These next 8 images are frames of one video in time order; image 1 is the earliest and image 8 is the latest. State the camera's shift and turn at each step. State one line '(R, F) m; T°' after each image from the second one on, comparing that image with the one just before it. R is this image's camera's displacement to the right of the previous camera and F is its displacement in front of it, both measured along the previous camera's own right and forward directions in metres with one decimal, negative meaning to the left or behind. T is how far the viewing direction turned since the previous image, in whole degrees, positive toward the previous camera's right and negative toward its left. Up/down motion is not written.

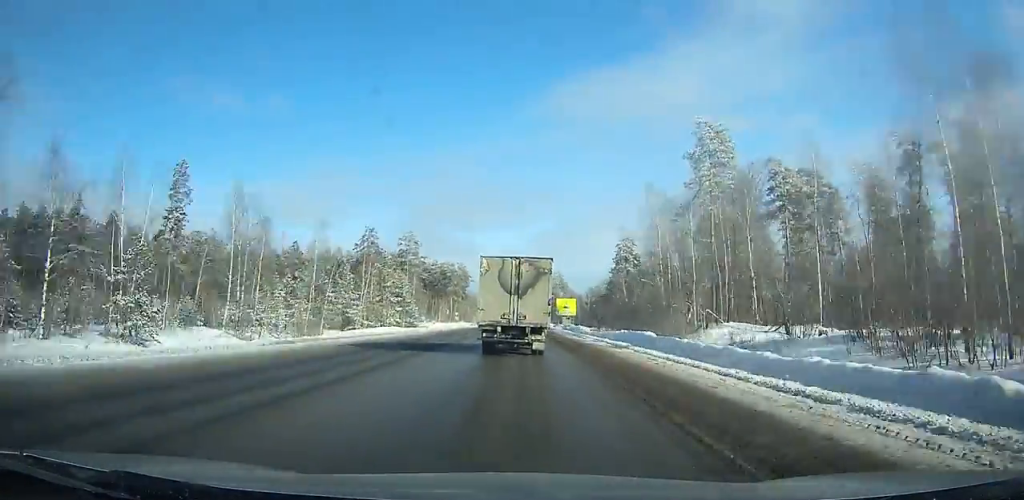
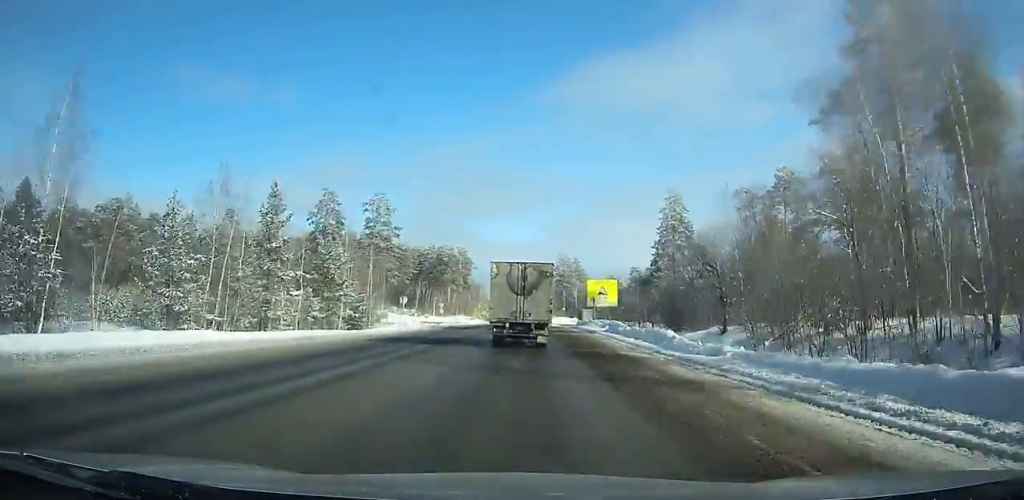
(-0.1, +35.7) m; -1°
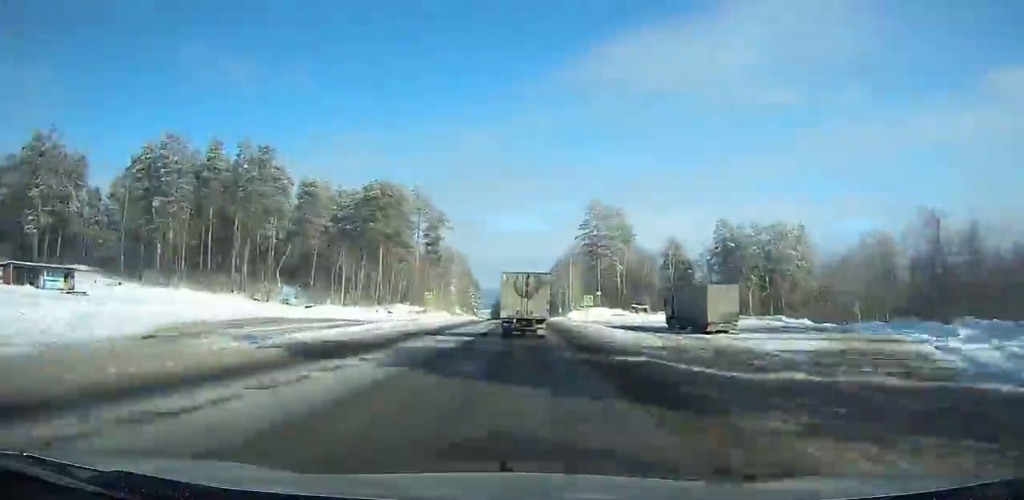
(-1.2, +94.9) m; -1°
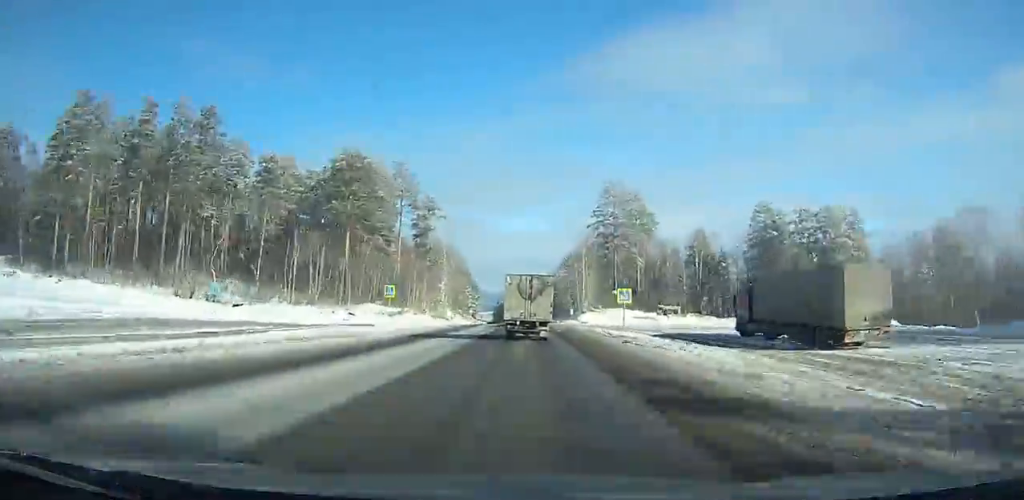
(-0.1, +20.5) m; 0°
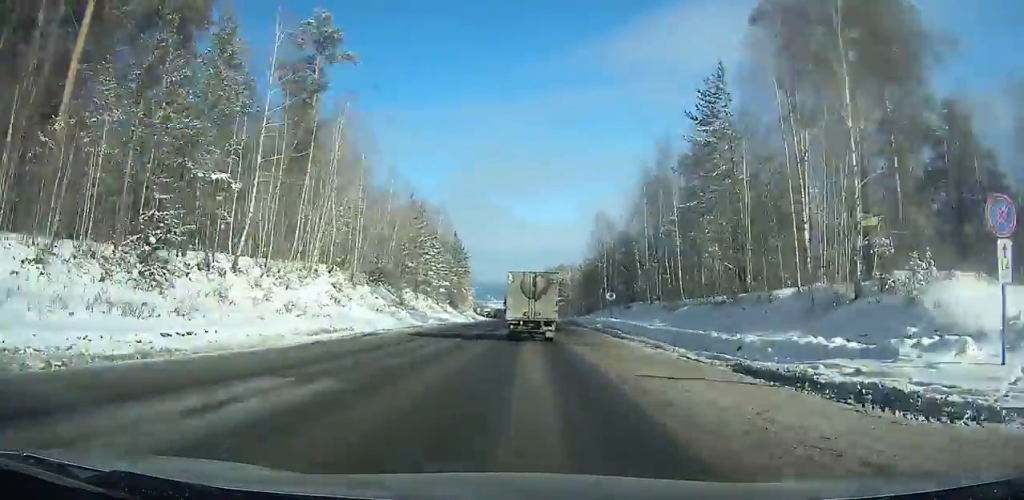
(-0.8, +81.3) m; -1°
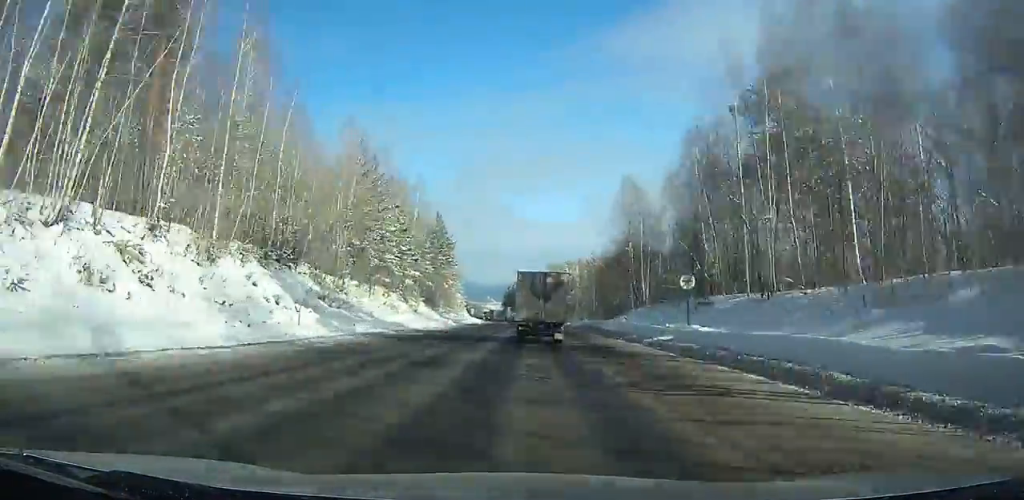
(+0.1, +23.7) m; 0°
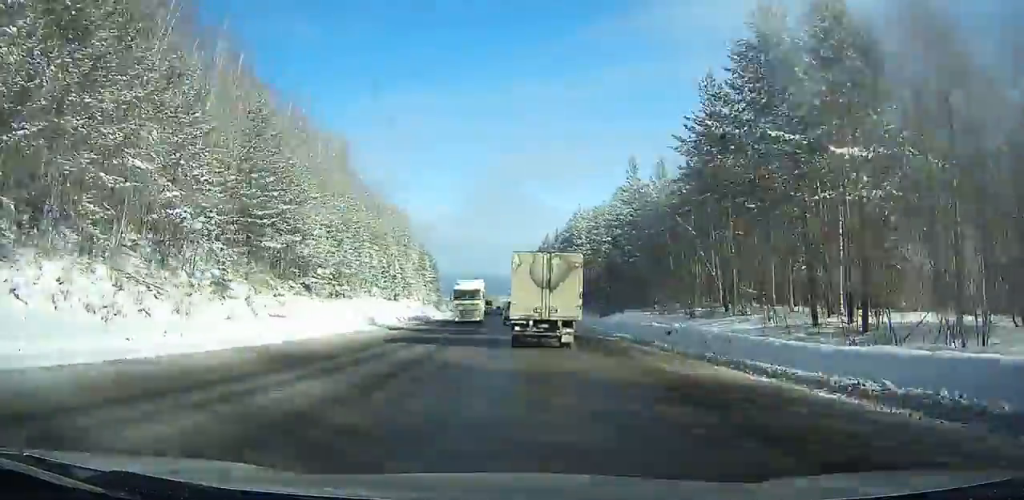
(-2.3, +107.1) m; -3°
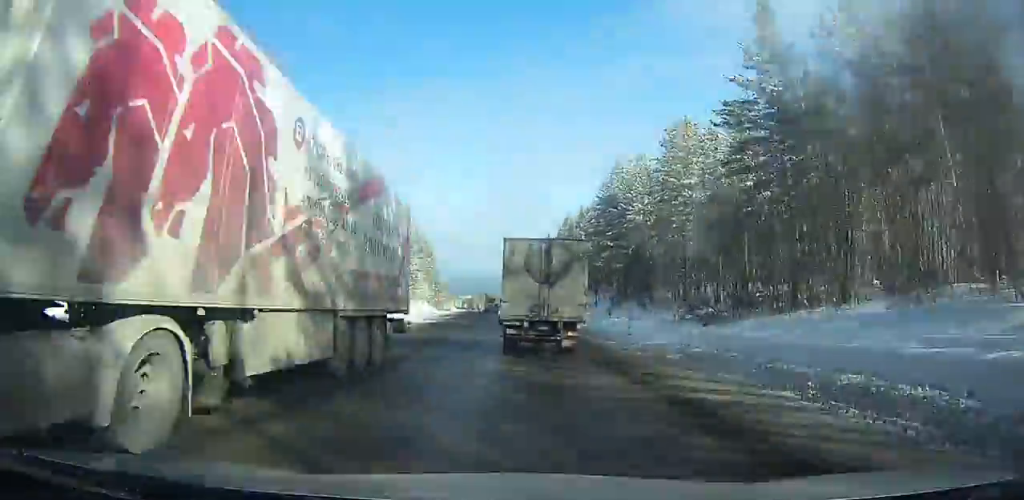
(-0.2, +31.3) m; -1°
